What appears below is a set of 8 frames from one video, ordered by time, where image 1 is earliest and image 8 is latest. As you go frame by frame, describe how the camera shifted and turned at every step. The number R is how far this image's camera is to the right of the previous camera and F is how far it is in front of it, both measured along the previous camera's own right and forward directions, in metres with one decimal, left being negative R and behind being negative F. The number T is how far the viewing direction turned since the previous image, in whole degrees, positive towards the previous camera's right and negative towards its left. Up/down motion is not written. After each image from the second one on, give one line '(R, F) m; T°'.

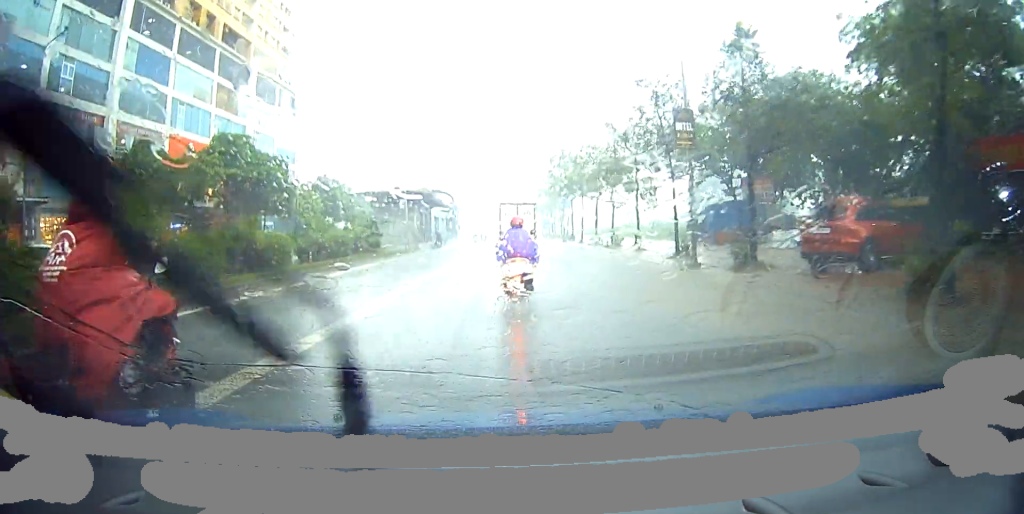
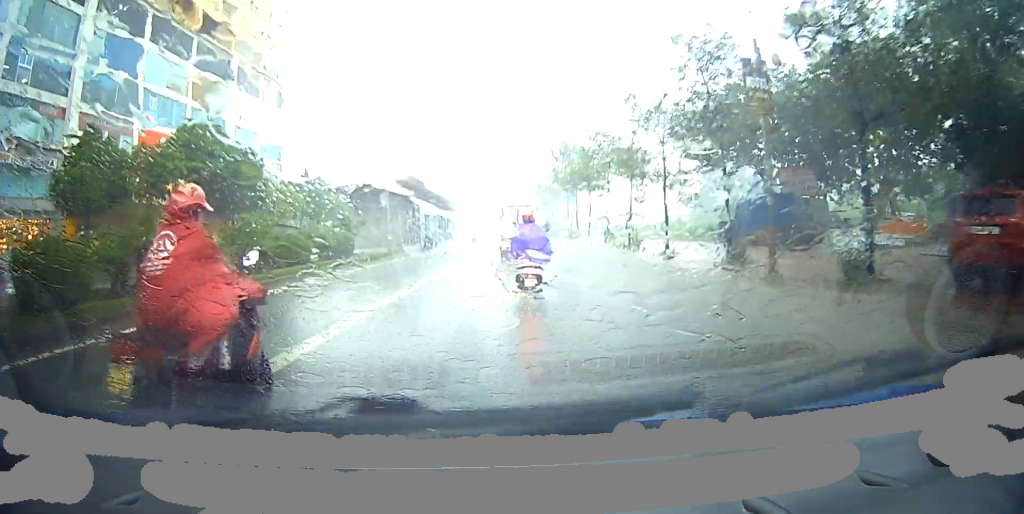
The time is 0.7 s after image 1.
(0.0, +6.0) m; 0°
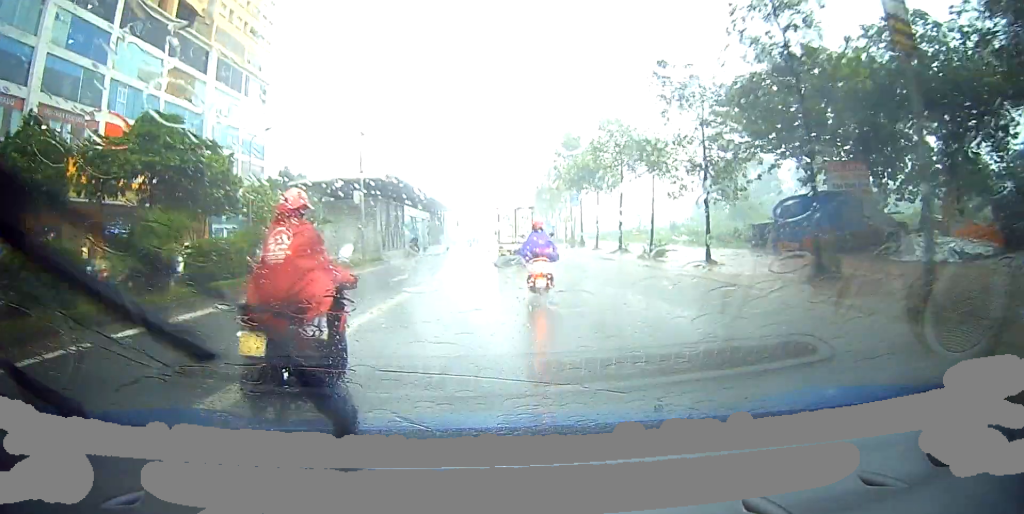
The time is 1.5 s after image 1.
(0.0, +6.0) m; 0°
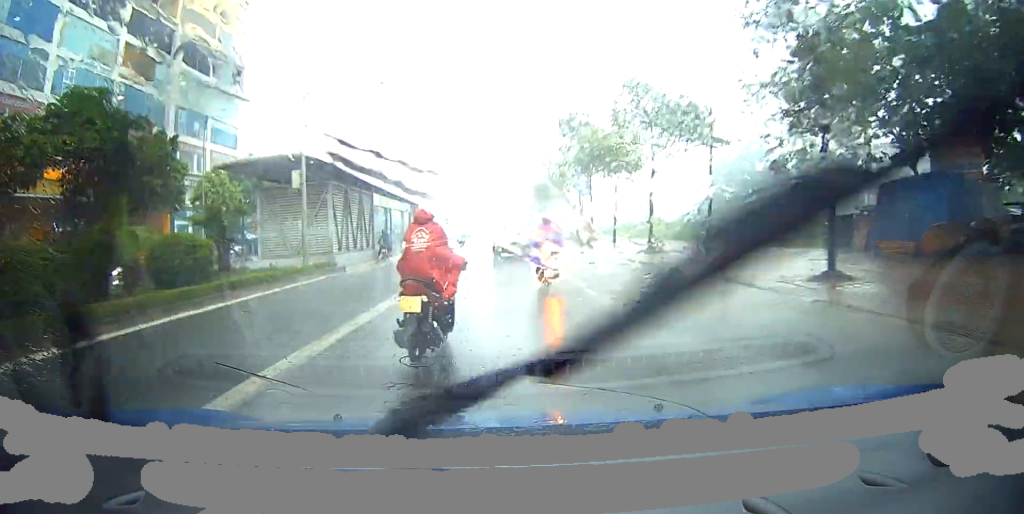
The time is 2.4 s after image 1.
(0.0, +7.4) m; 0°
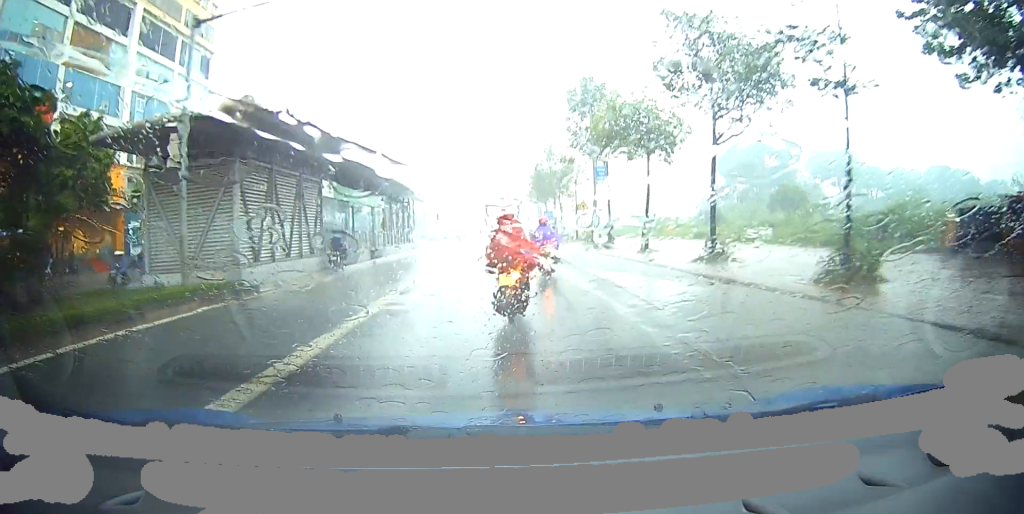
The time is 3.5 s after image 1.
(0.0, +7.5) m; 0°
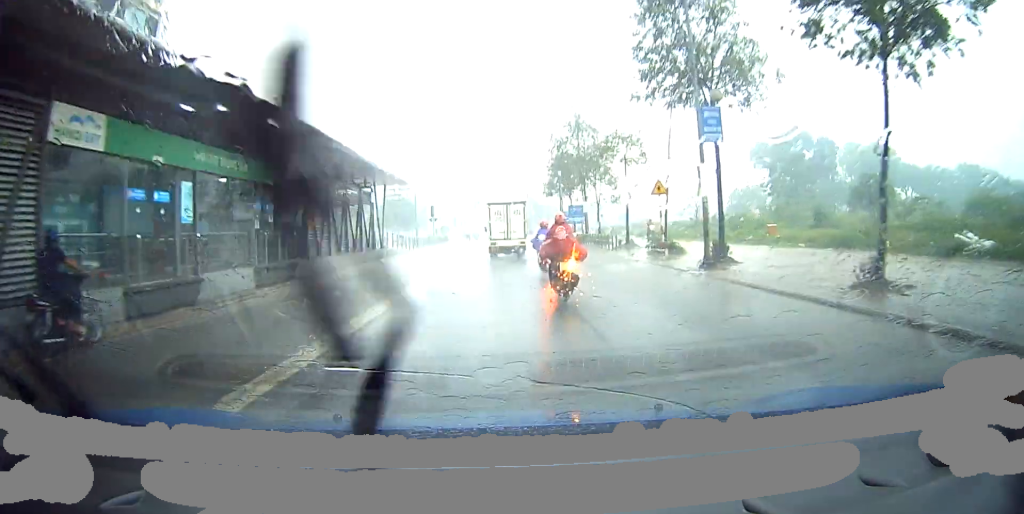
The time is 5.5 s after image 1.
(-0.5, +13.9) m; -5°
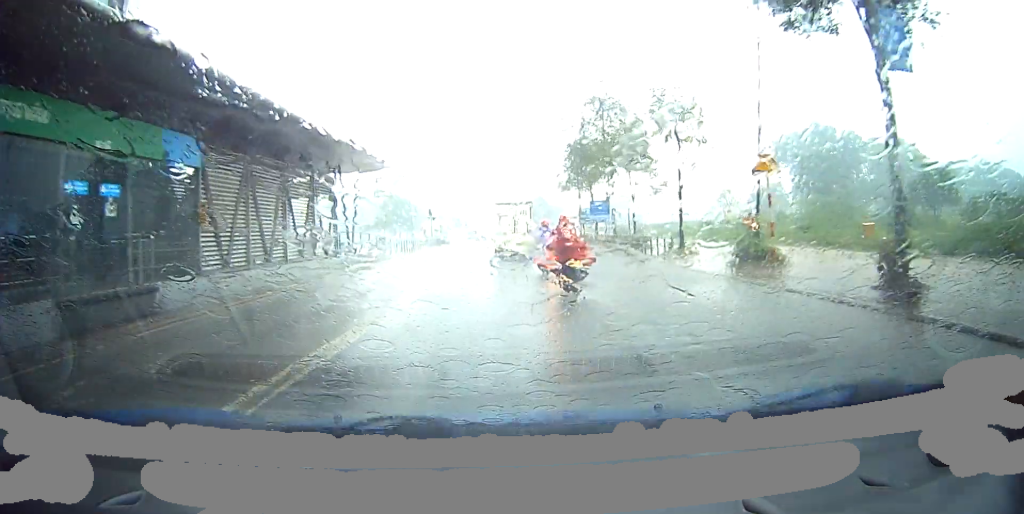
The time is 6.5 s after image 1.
(-0.1, +8.4) m; -1°
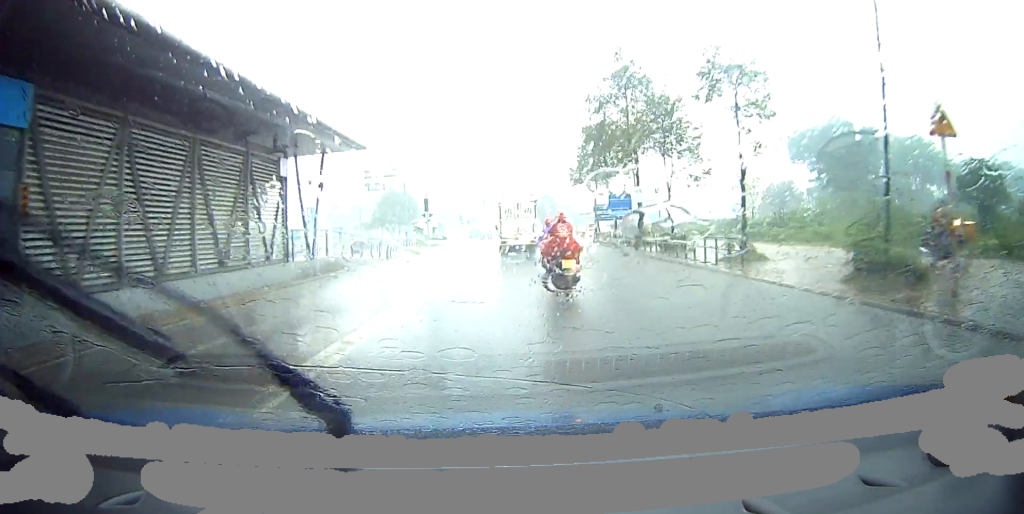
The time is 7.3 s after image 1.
(+0.3, +5.9) m; -3°
